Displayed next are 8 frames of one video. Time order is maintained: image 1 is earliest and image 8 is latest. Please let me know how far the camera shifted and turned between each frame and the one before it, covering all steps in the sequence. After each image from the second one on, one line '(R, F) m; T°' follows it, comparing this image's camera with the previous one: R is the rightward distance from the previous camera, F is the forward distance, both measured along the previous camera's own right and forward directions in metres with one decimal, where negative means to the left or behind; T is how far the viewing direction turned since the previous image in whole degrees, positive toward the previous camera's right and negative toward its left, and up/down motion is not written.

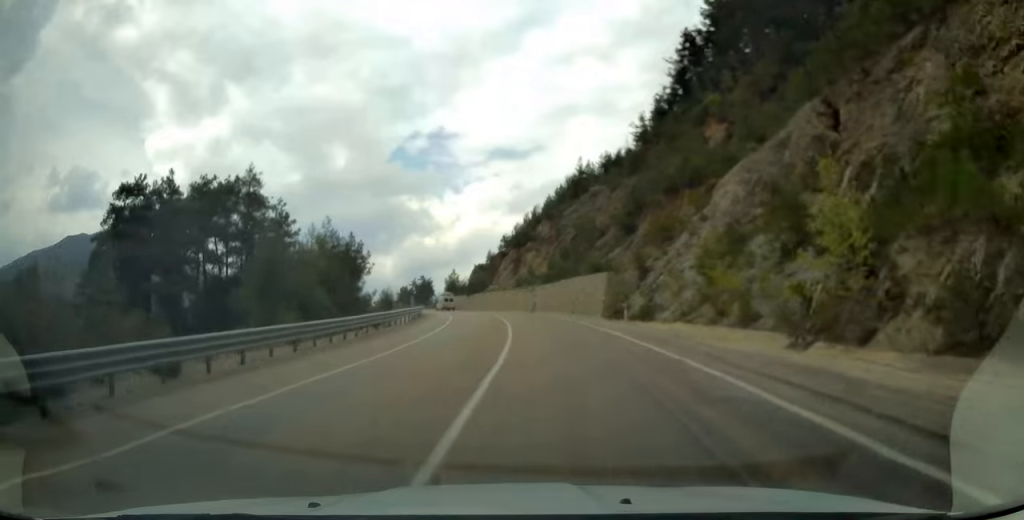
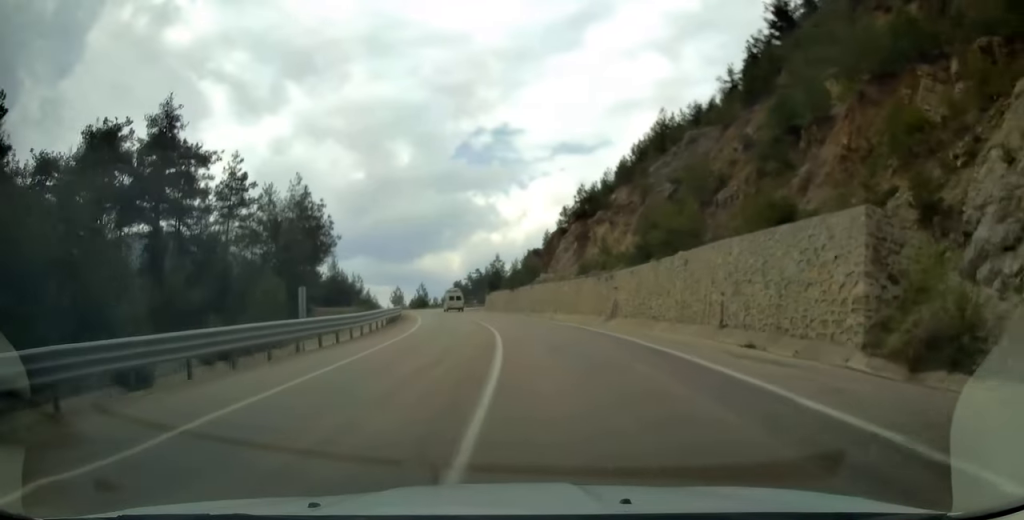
(-1.3, +32.7) m; -6°
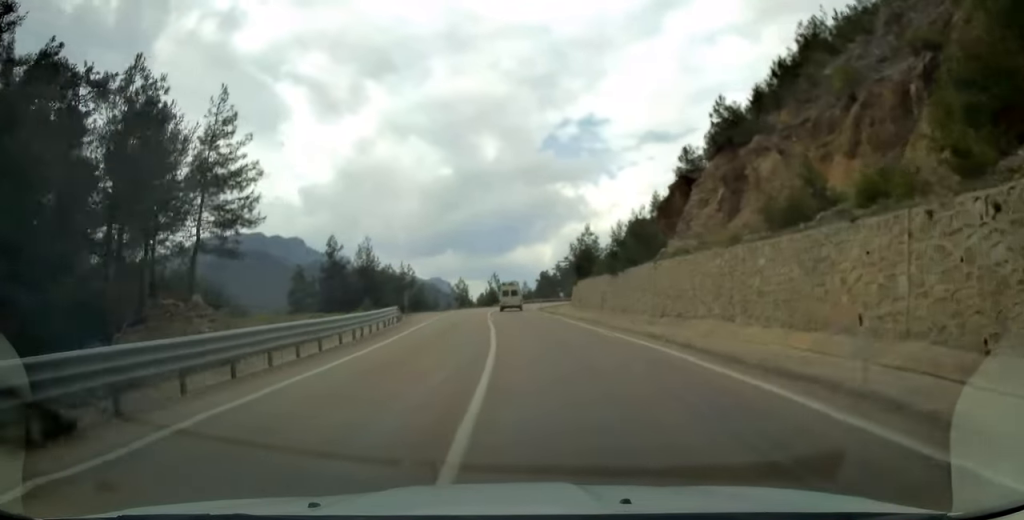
(-2.1, +30.4) m; -7°
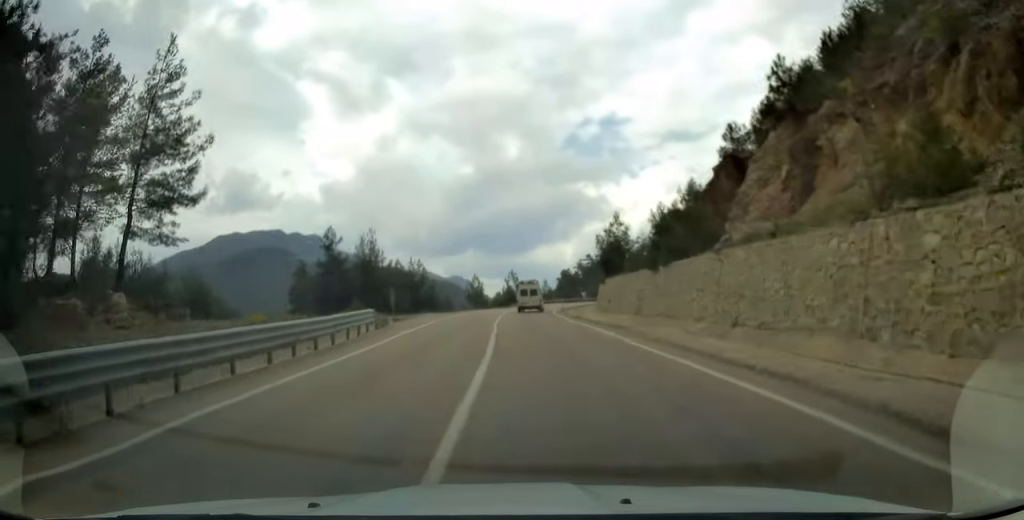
(-0.2, +8.3) m; -2°
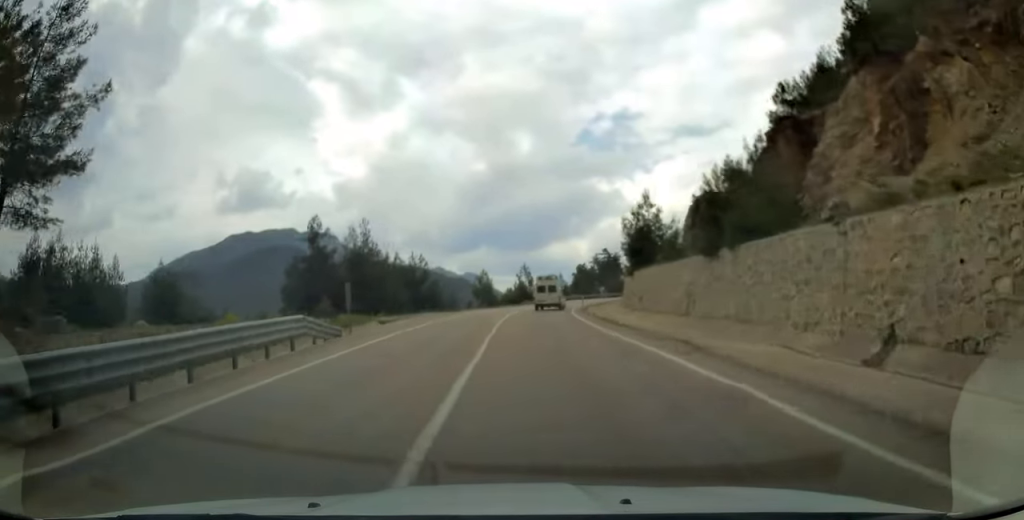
(-0.2, +9.1) m; -1°
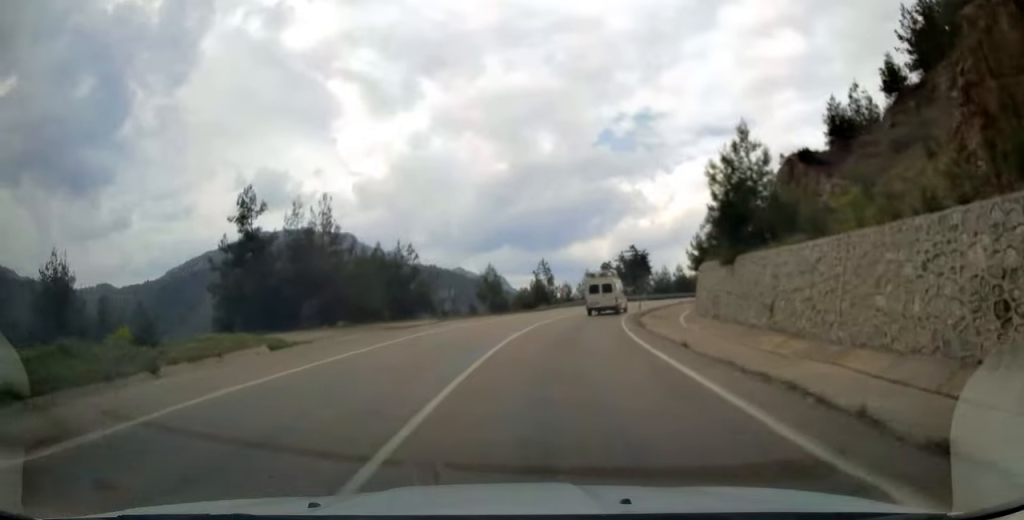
(-0.3, +19.4) m; -1°
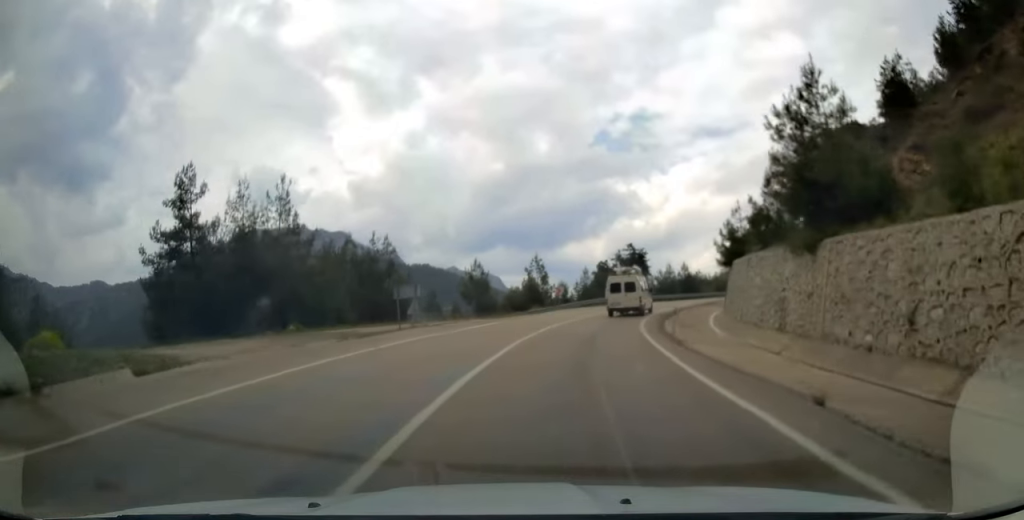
(0.0, +8.0) m; +1°
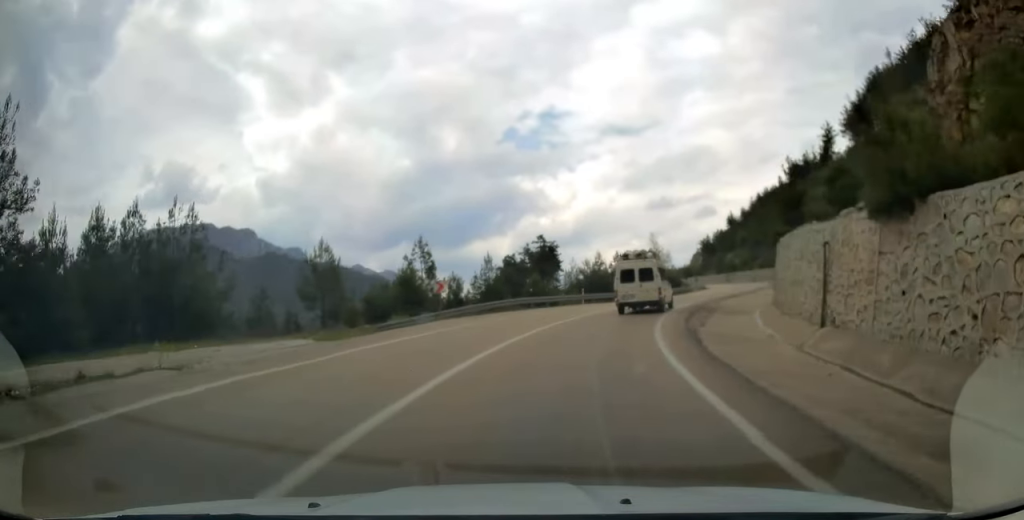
(+1.0, +21.7) m; +7°
